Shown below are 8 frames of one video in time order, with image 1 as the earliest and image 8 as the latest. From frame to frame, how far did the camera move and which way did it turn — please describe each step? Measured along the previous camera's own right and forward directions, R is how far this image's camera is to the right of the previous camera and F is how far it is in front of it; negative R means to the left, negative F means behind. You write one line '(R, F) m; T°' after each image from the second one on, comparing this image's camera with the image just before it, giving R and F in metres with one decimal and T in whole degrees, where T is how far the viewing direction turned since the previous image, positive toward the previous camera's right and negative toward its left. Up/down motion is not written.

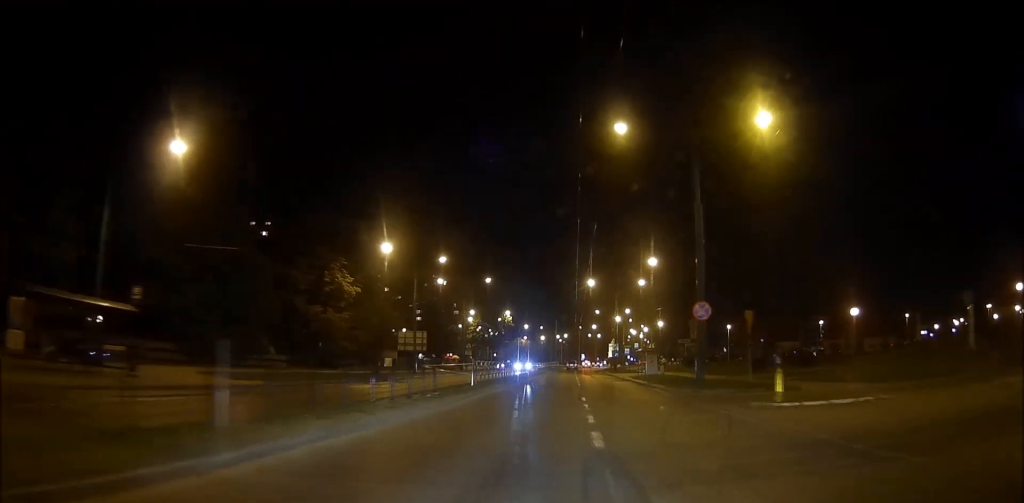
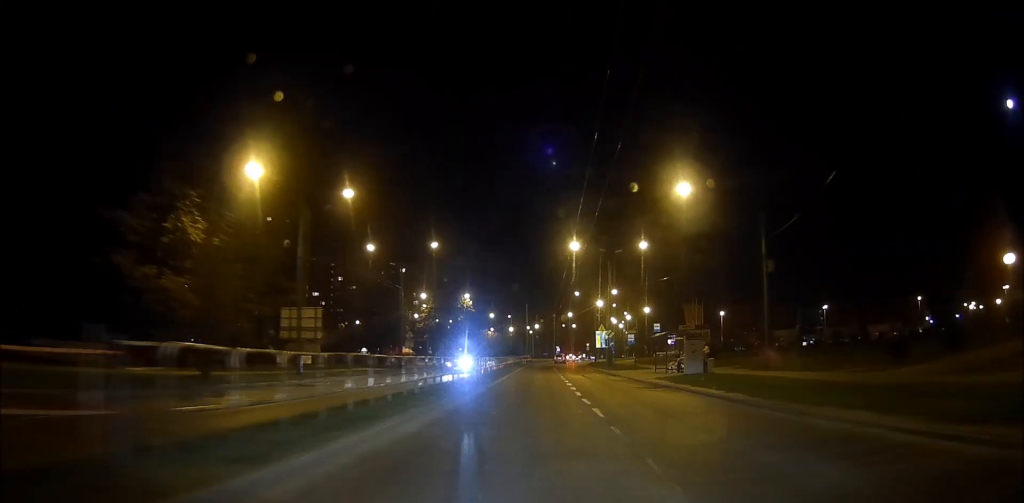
(-1.3, +23.4) m; -3°
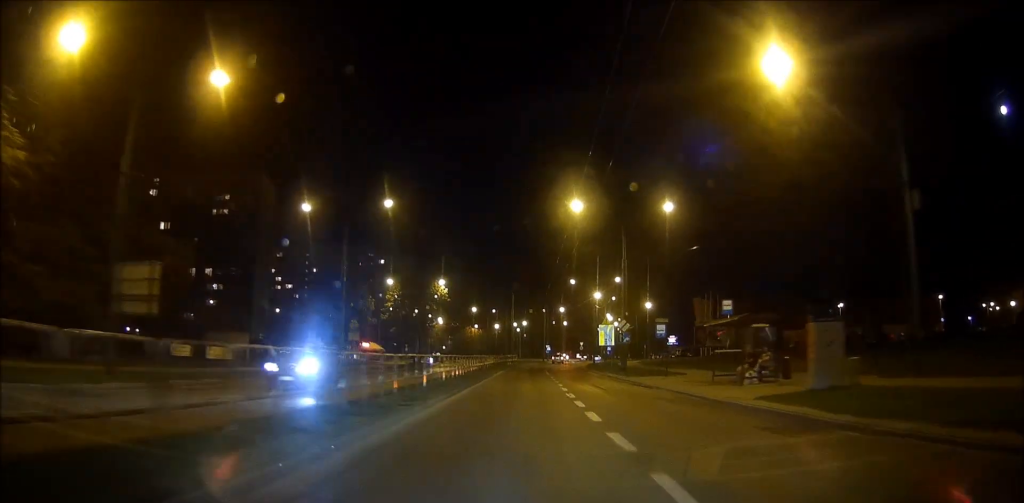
(0.0, +17.4) m; 0°
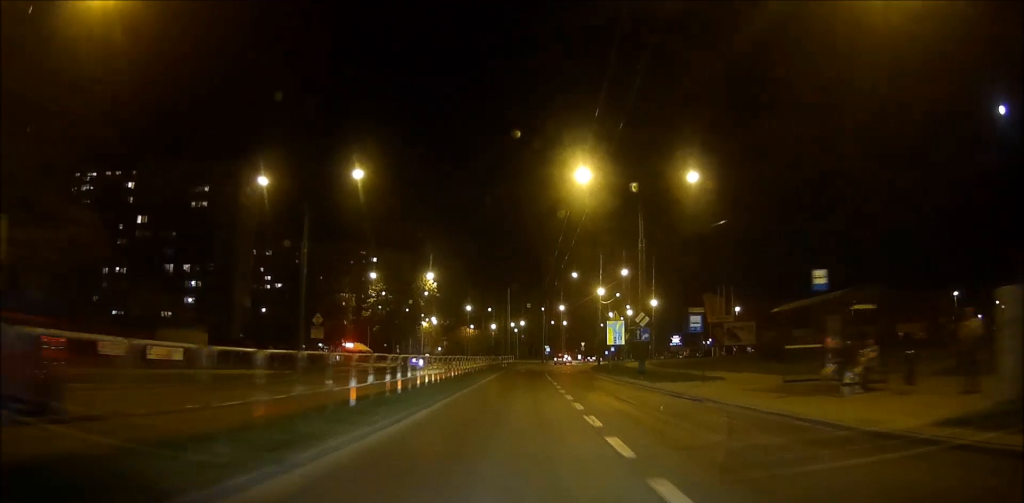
(0.0, +8.5) m; 0°
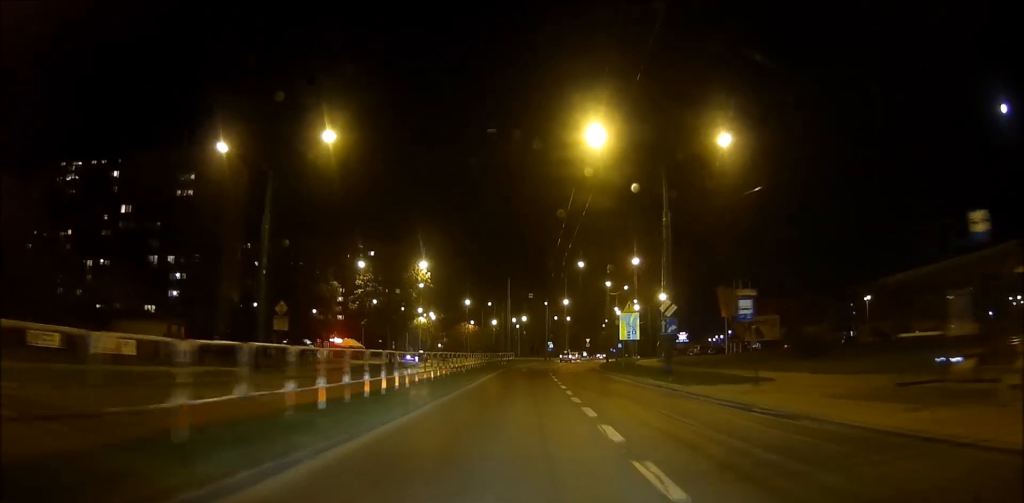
(0.0, +6.7) m; 0°
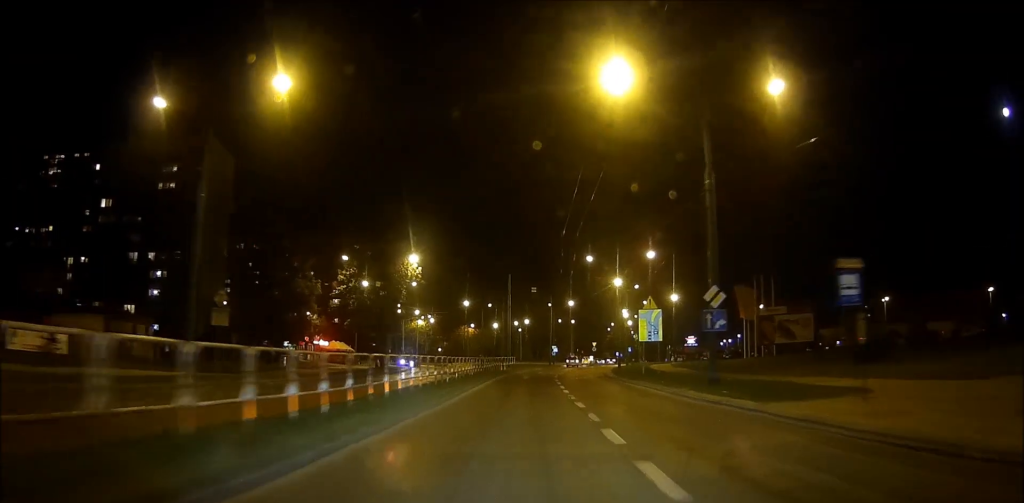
(0.0, +7.6) m; 0°
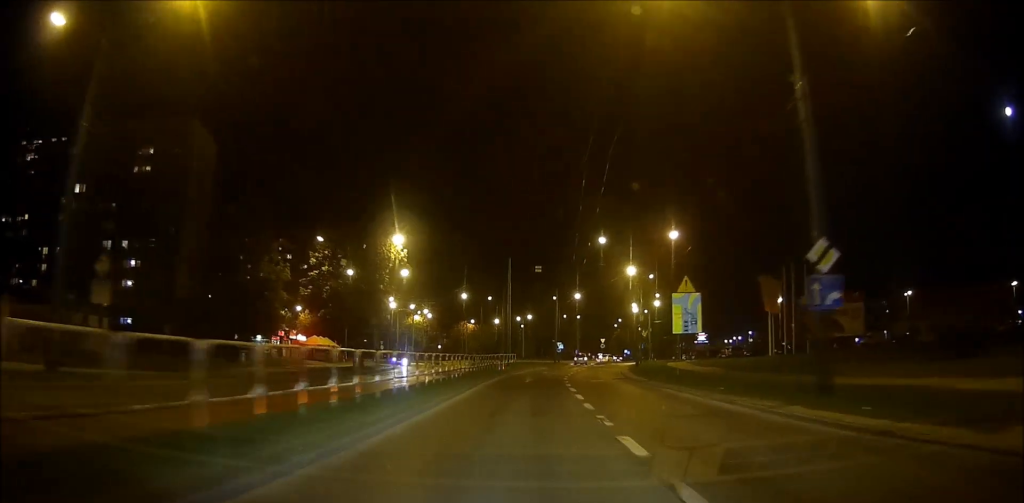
(0.0, +9.0) m; 0°
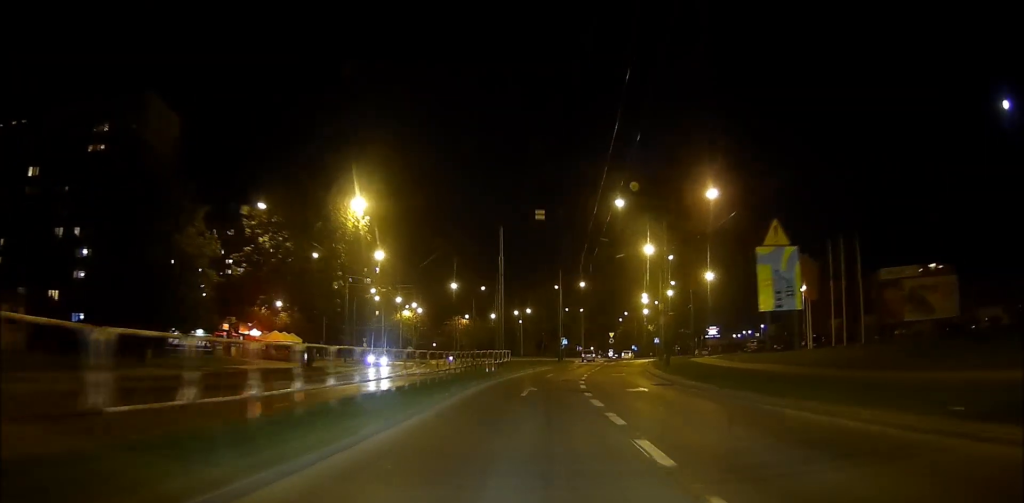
(0.0, +12.6) m; 0°
